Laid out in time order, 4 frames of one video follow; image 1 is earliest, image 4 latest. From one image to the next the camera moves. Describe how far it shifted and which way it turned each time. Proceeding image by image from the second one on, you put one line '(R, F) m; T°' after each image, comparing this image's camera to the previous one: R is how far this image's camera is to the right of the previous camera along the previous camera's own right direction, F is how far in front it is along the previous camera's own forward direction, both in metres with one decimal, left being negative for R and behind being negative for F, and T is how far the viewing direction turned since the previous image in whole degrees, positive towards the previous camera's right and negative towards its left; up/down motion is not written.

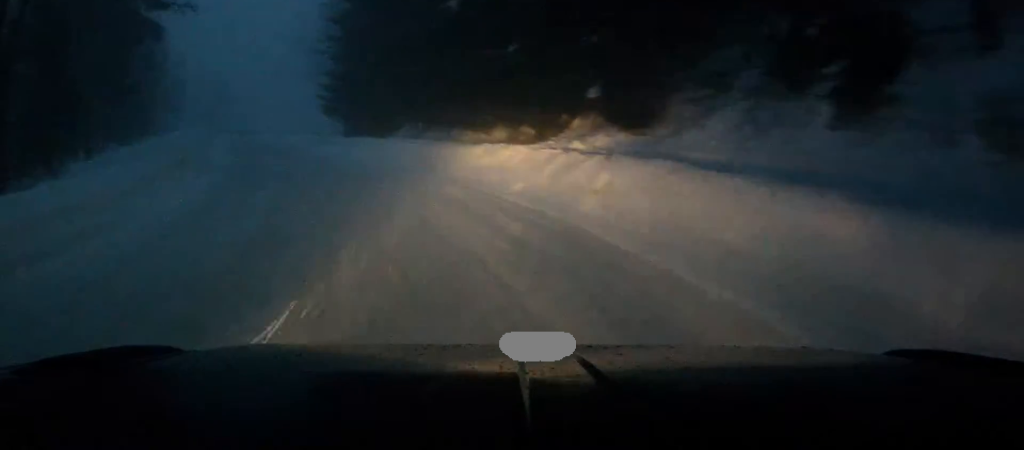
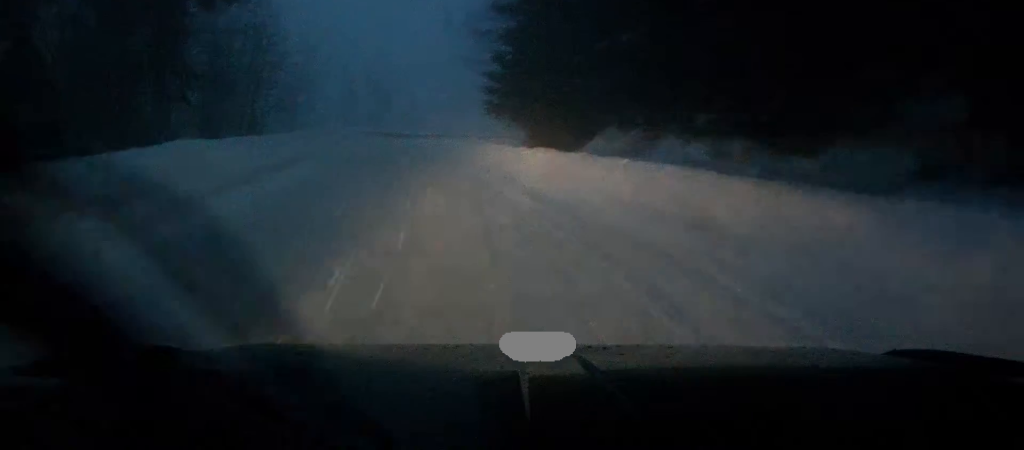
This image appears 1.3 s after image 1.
(-4.4, +20.0) m; -19°
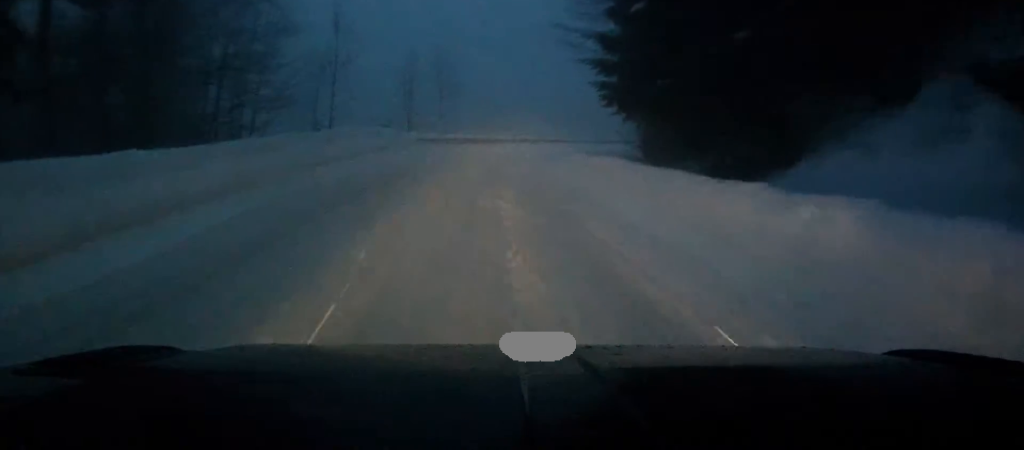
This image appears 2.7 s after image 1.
(-2.4, +18.0) m; -2°
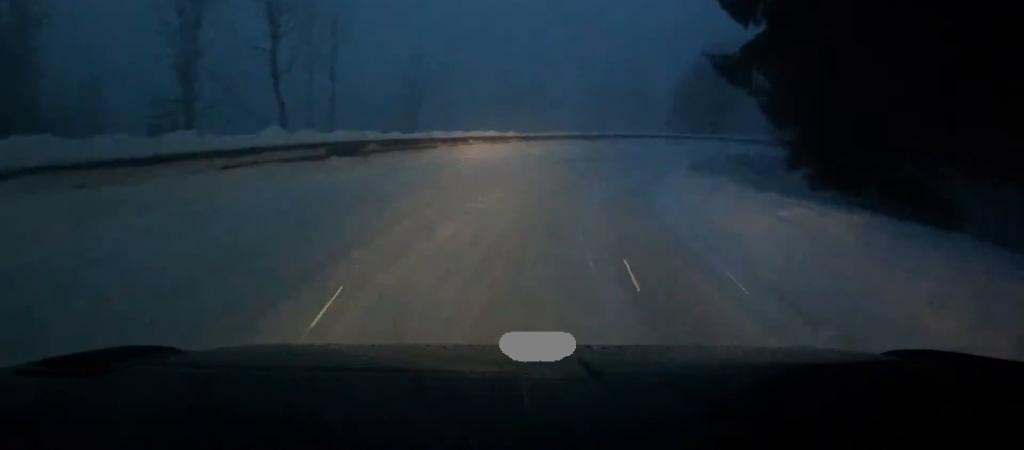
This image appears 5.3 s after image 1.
(-1.8, +31.4) m; +3°
